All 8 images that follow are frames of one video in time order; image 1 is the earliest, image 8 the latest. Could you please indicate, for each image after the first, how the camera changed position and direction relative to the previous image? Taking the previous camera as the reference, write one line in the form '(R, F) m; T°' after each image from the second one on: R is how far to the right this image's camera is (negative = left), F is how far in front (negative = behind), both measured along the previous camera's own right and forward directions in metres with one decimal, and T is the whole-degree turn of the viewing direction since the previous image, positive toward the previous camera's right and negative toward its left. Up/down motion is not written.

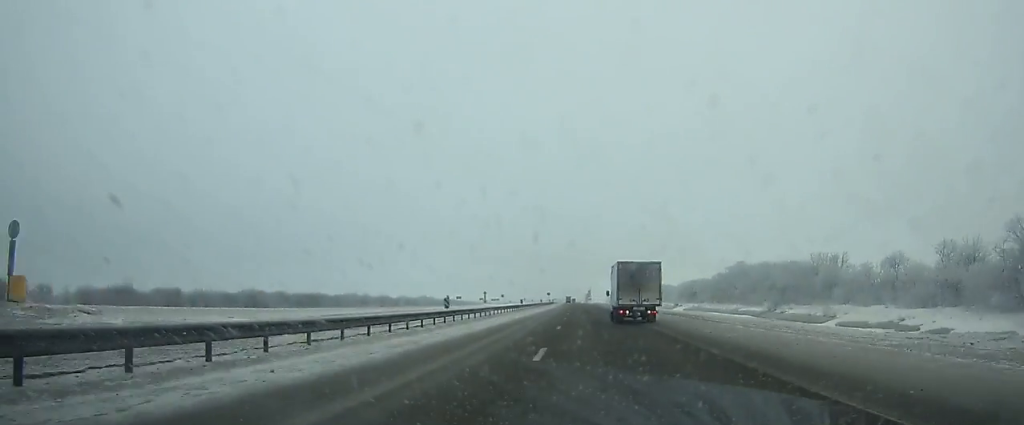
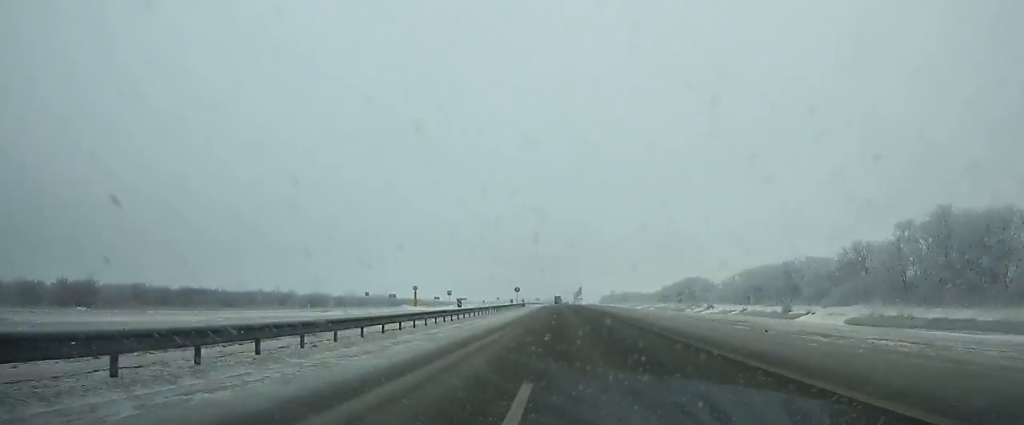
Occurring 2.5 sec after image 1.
(+0.5, +65.5) m; 0°
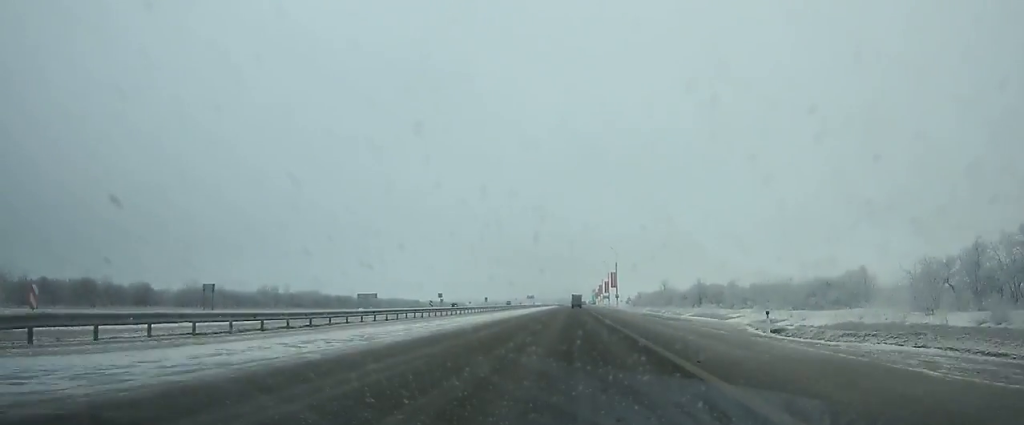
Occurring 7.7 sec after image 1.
(-0.5, +132.5) m; 0°
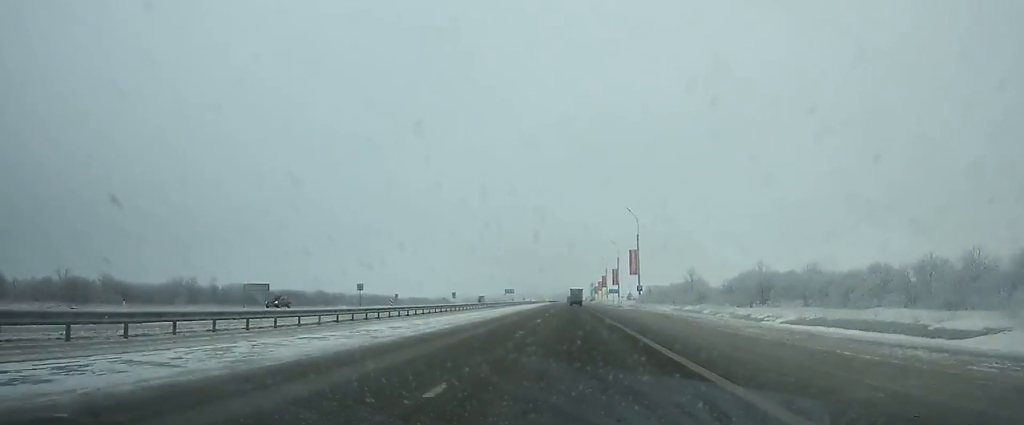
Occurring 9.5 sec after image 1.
(-0.2, +44.4) m; 0°
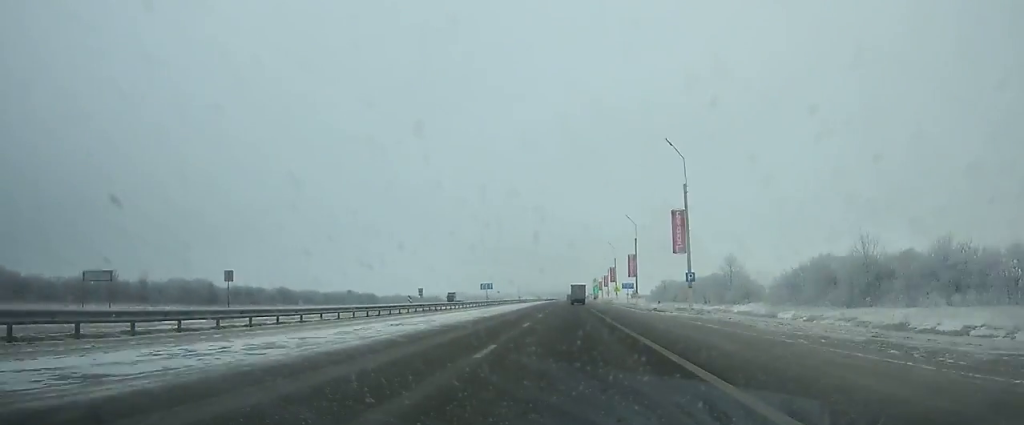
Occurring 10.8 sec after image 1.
(+0.1, +31.2) m; 0°
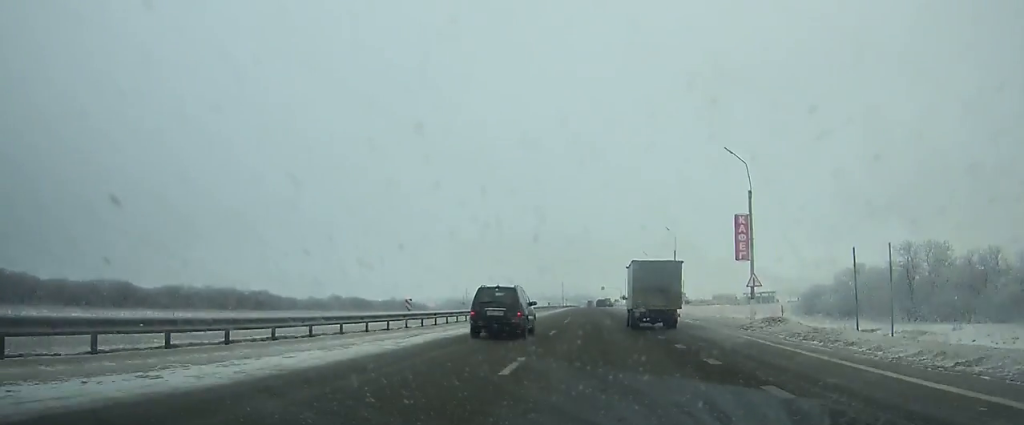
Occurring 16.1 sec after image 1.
(-0.5, +123.9) m; 0°
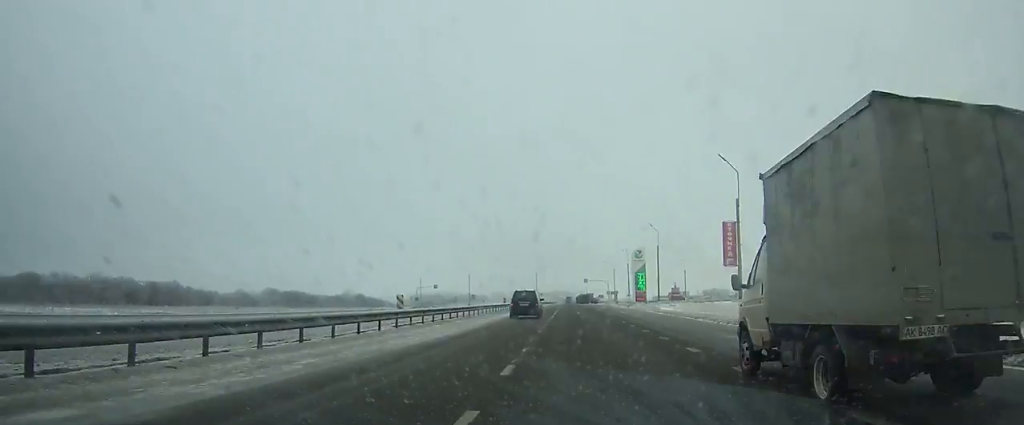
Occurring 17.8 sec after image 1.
(-0.2, +39.0) m; 0°
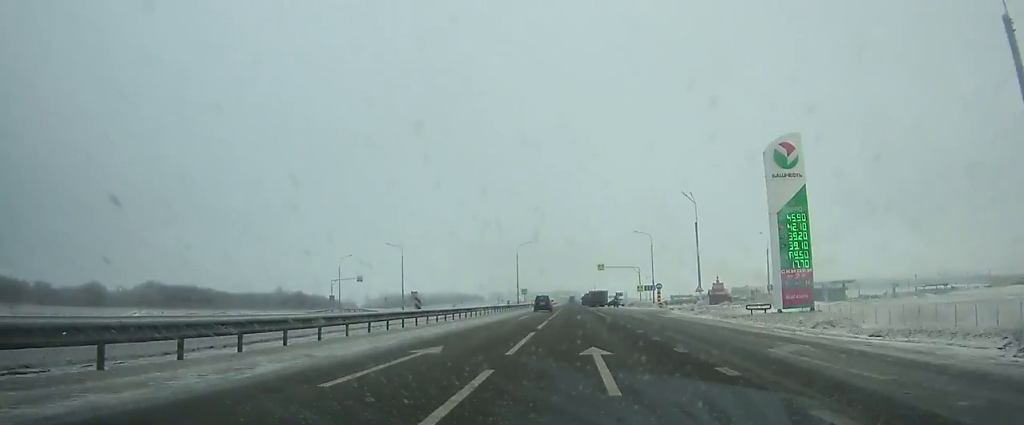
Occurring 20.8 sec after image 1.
(+0.4, +68.5) m; 0°
